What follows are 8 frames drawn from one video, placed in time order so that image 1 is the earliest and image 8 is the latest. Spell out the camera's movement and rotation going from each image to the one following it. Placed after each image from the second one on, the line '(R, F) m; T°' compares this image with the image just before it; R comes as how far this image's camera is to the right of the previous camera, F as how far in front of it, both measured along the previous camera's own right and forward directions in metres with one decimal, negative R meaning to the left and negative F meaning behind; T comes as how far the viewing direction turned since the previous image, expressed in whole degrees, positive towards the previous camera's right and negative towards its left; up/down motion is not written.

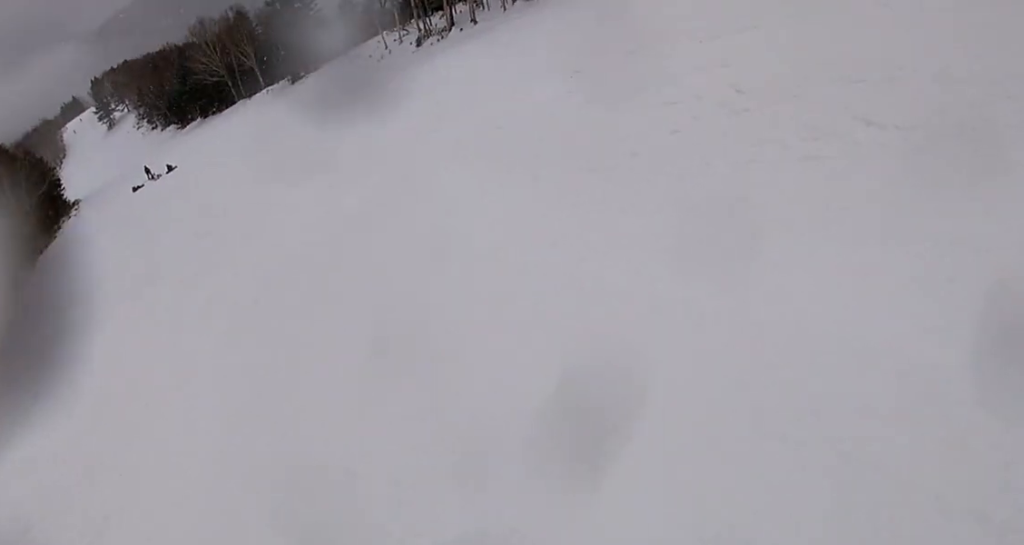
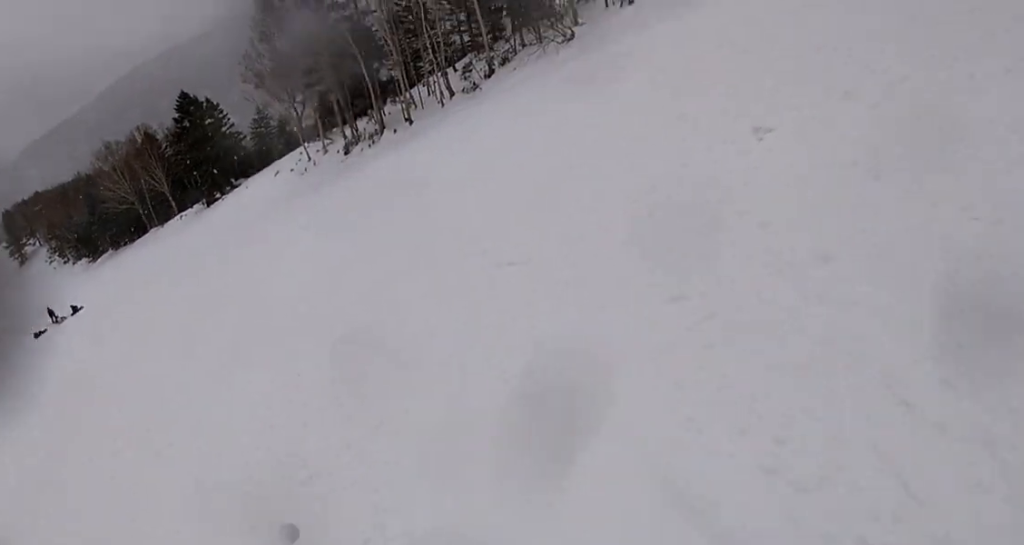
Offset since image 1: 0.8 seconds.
(+1.2, +6.1) m; +3°
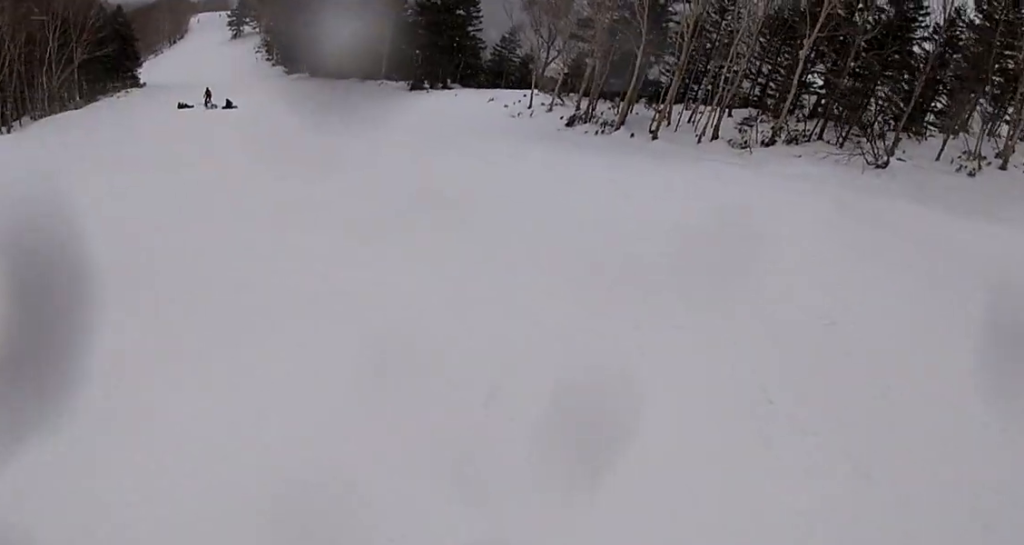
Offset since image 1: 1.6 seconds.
(-0.7, +5.5) m; -11°
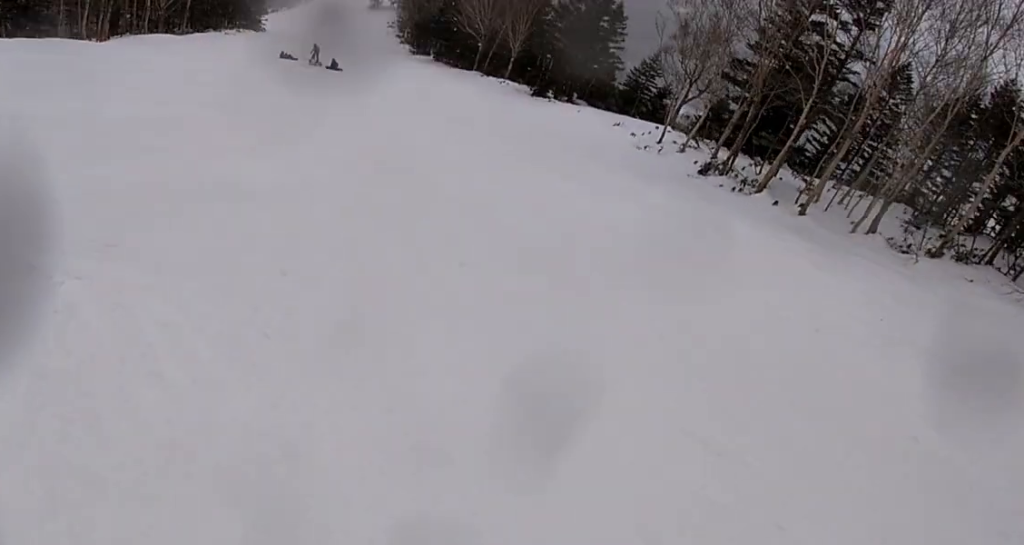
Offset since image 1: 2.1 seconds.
(-0.4, +4.5) m; -9°
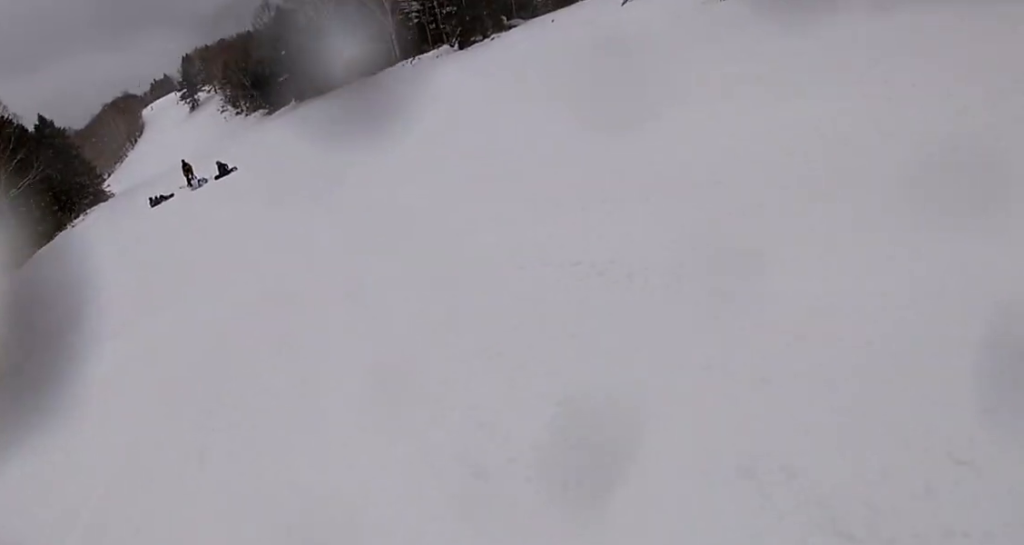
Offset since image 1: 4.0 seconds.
(-2.2, +14.2) m; +6°
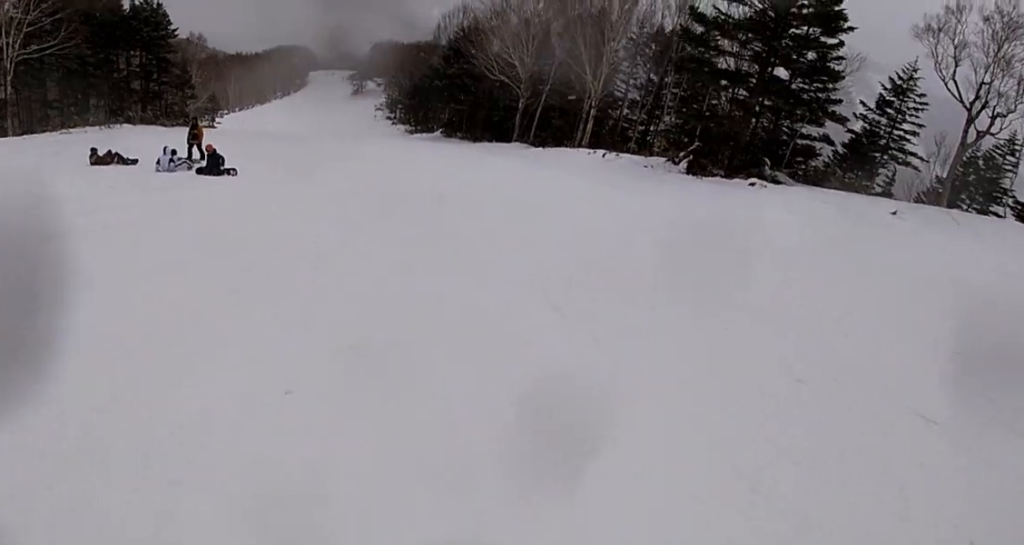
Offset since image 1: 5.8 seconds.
(+2.1, +15.0) m; -3°
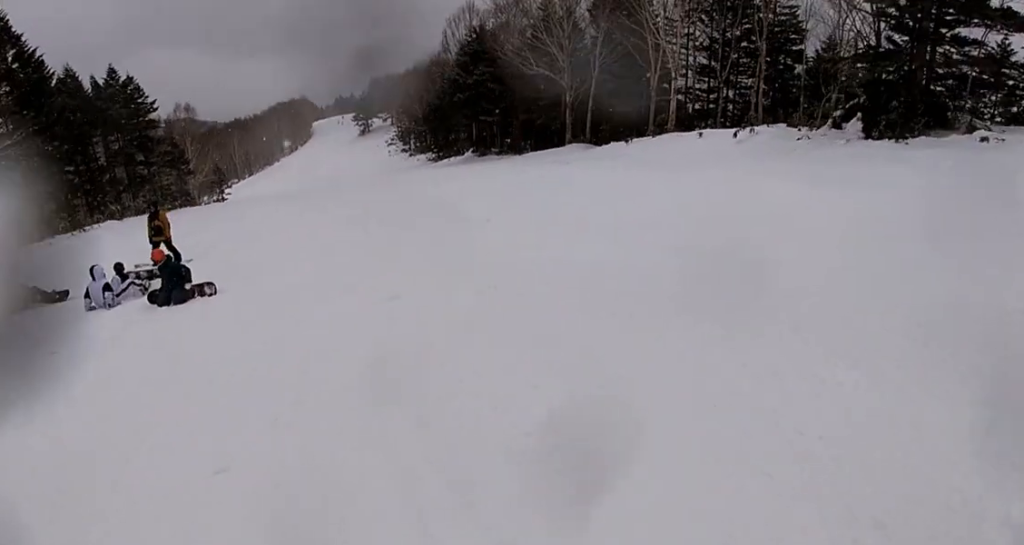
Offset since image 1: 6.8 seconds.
(-0.1, +8.6) m; -4°
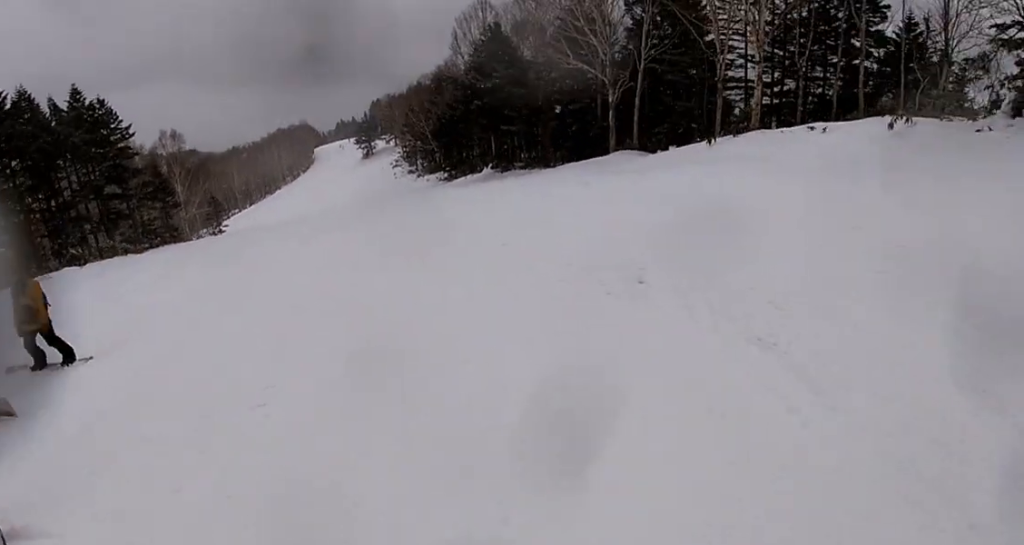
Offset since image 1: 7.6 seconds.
(-0.2, +6.5) m; -7°
